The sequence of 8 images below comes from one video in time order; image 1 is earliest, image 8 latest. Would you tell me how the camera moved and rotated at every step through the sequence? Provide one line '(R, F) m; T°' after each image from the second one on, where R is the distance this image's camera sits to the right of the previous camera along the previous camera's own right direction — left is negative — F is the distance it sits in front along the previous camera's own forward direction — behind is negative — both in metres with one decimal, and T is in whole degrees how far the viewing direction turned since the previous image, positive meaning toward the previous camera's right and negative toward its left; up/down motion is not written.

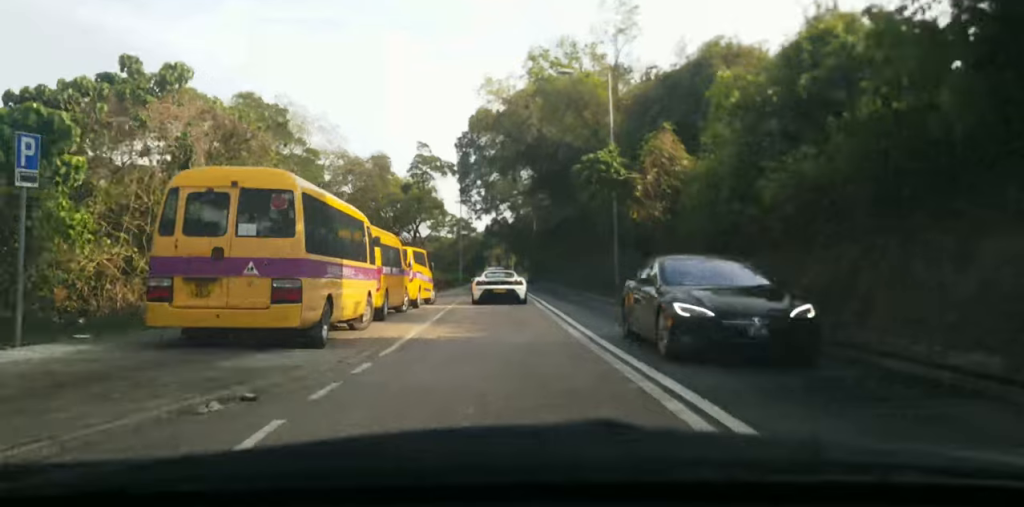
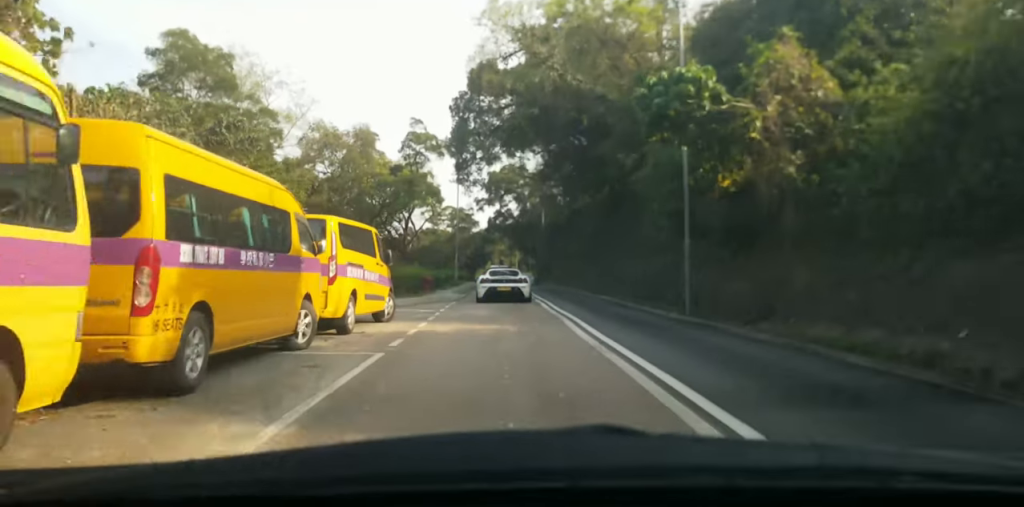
(0.0, +12.2) m; 0°
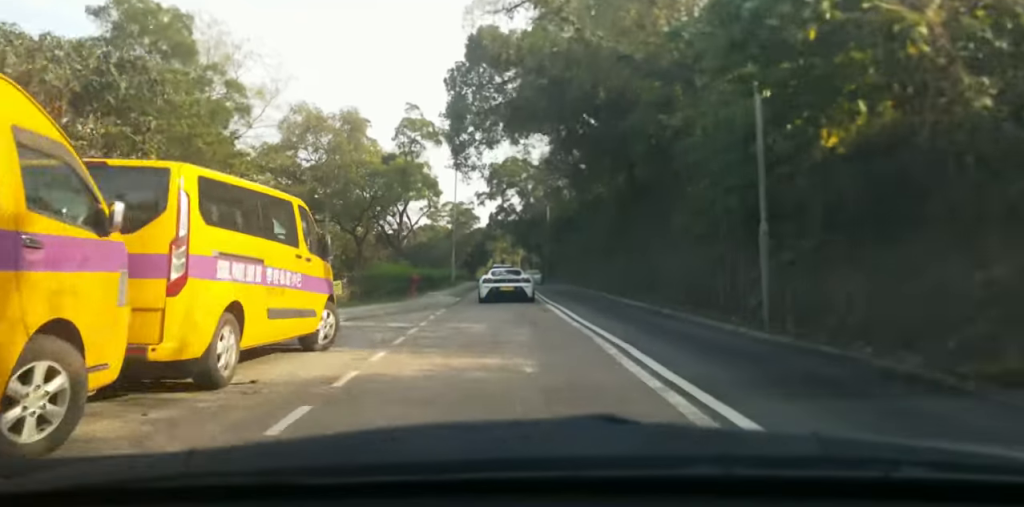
(0.0, +6.4) m; 0°
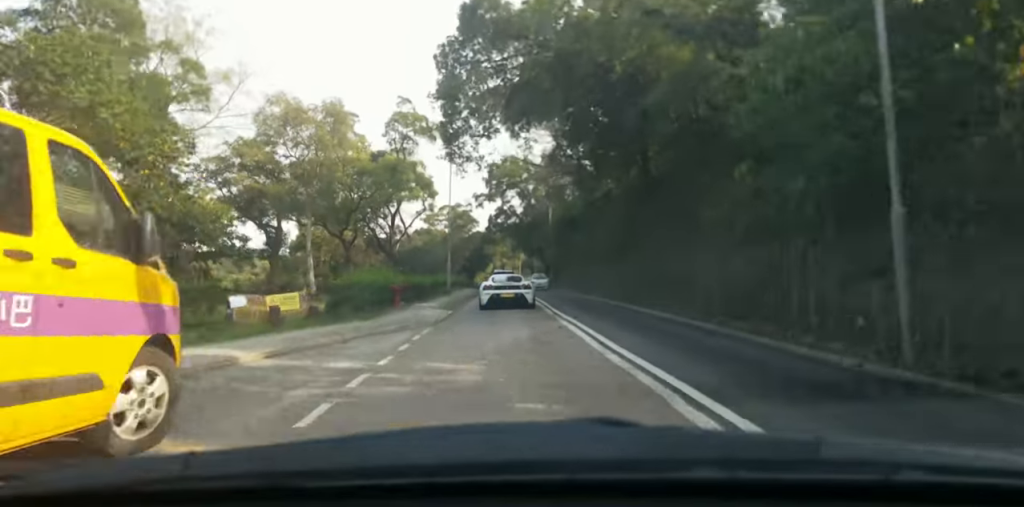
(0.0, +5.5) m; 0°
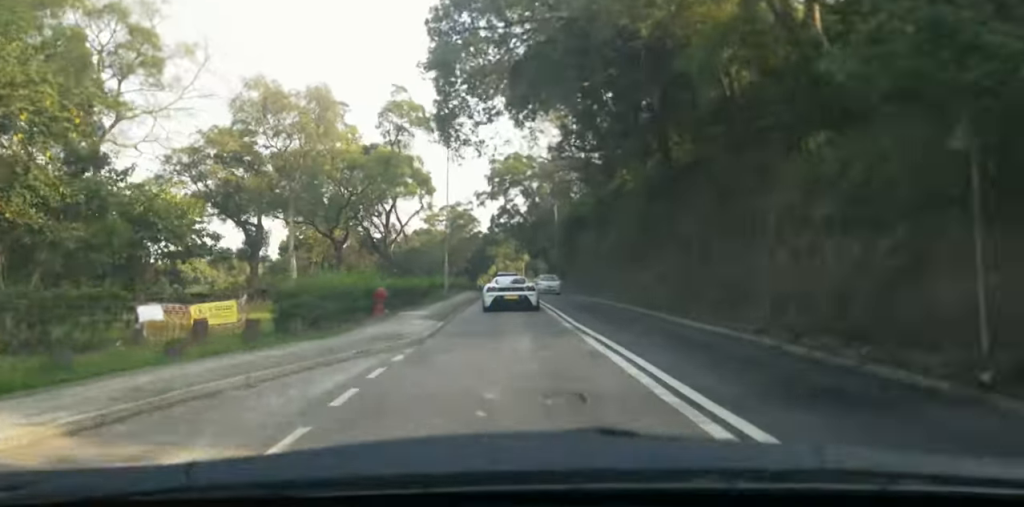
(0.0, +5.0) m; 0°
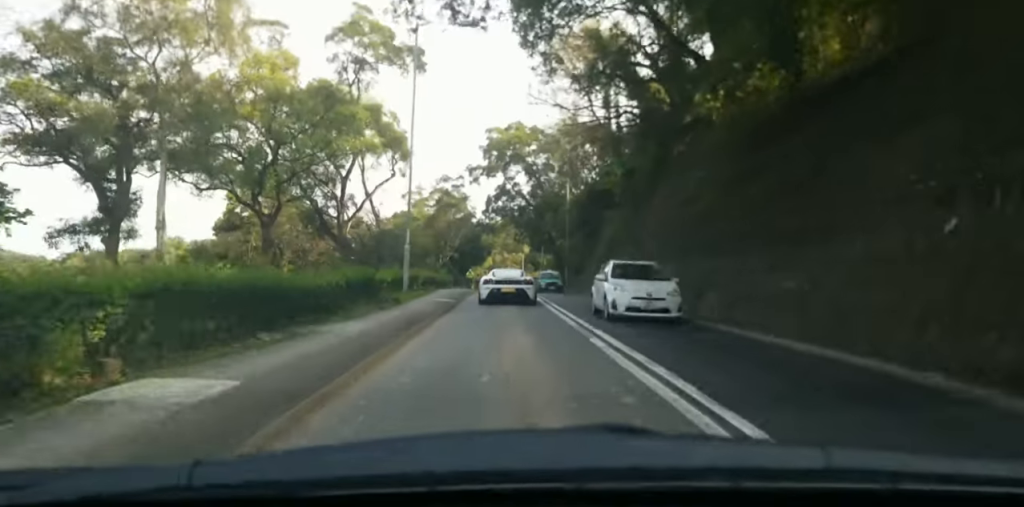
(+0.2, +17.3) m; +1°
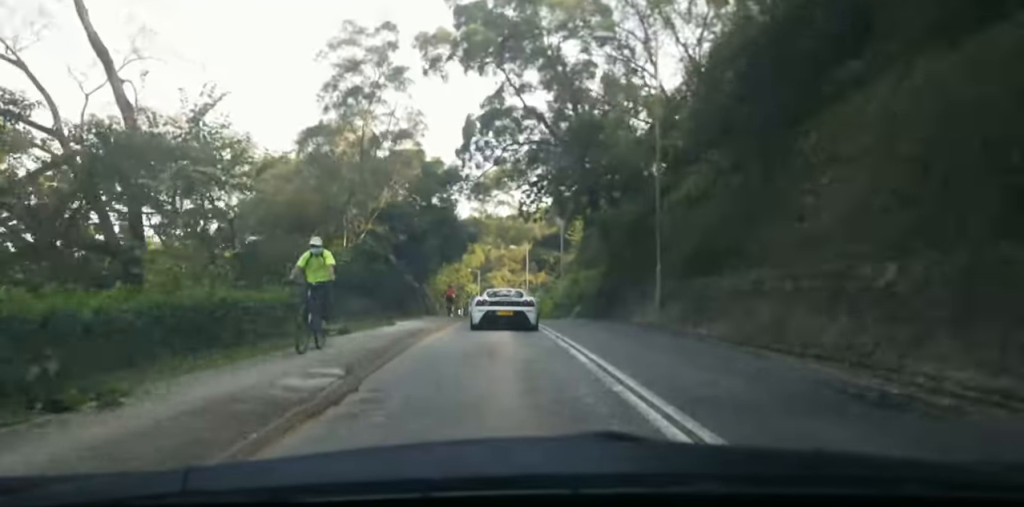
(-0.8, +41.1) m; -1°
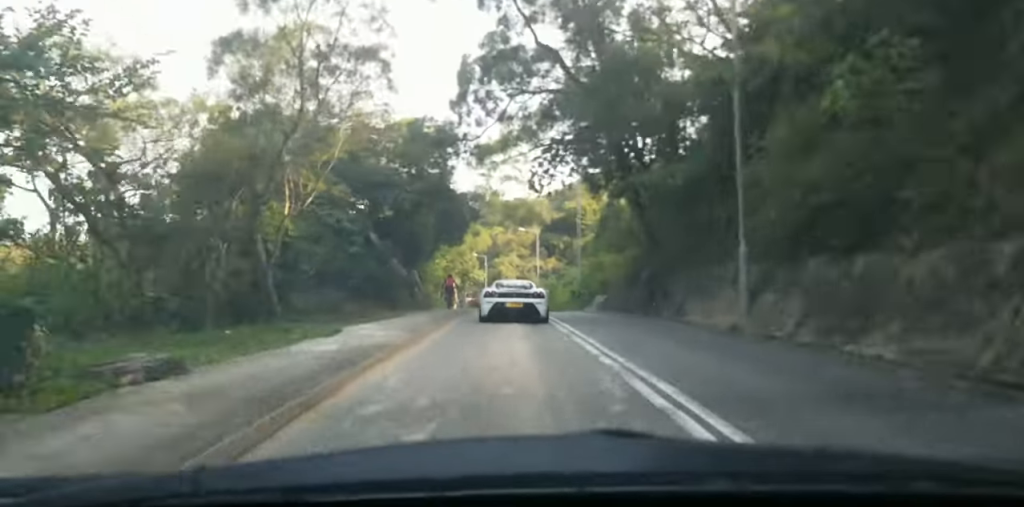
(+0.2, +8.3) m; -1°
